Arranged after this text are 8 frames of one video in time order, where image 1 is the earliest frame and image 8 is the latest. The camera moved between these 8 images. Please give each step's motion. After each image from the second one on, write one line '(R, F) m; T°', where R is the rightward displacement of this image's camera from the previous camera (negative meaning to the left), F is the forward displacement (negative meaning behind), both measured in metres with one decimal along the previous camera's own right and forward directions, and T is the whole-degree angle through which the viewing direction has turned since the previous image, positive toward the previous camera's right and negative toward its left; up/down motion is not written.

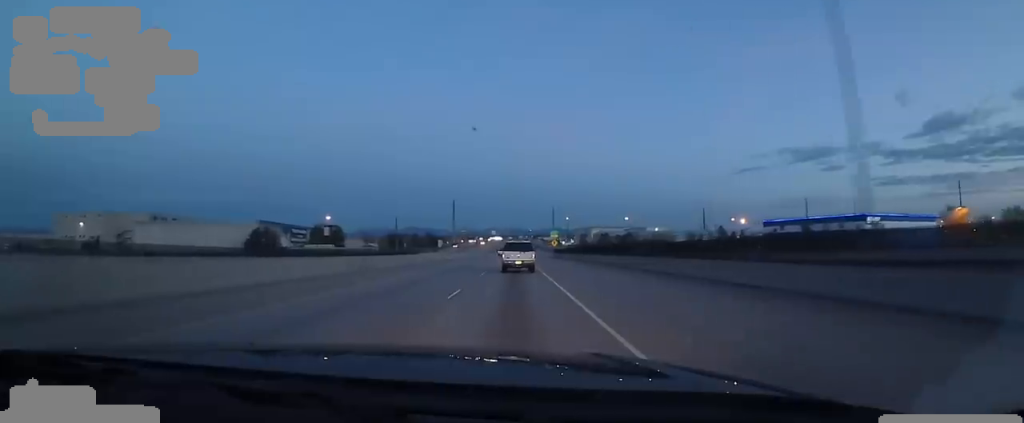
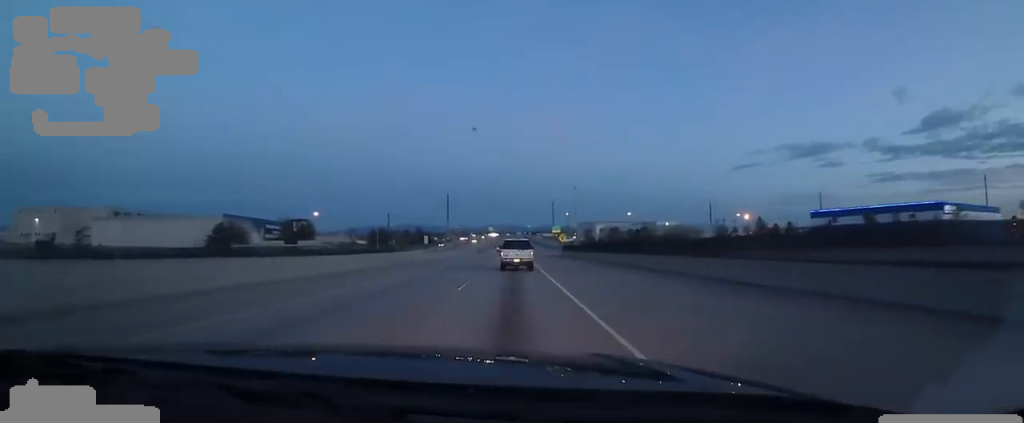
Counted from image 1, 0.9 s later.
(+0.2, +21.5) m; +2°
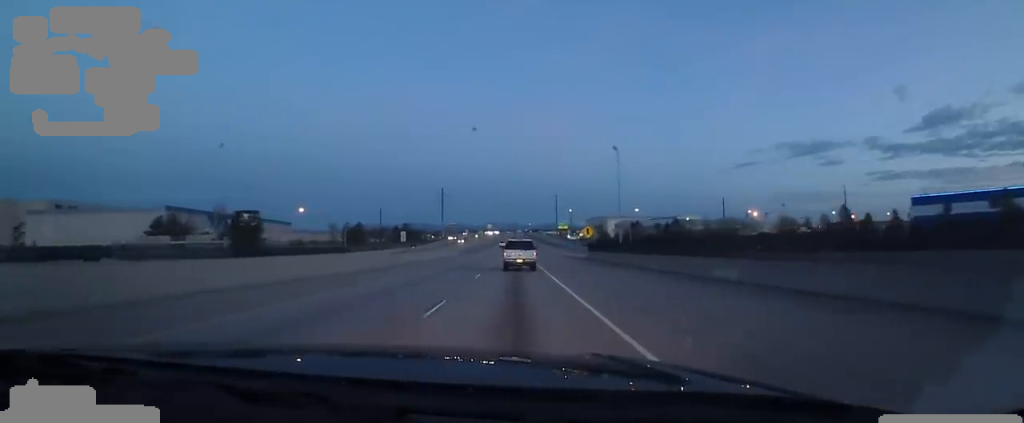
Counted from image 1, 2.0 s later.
(+0.7, +29.0) m; +1°
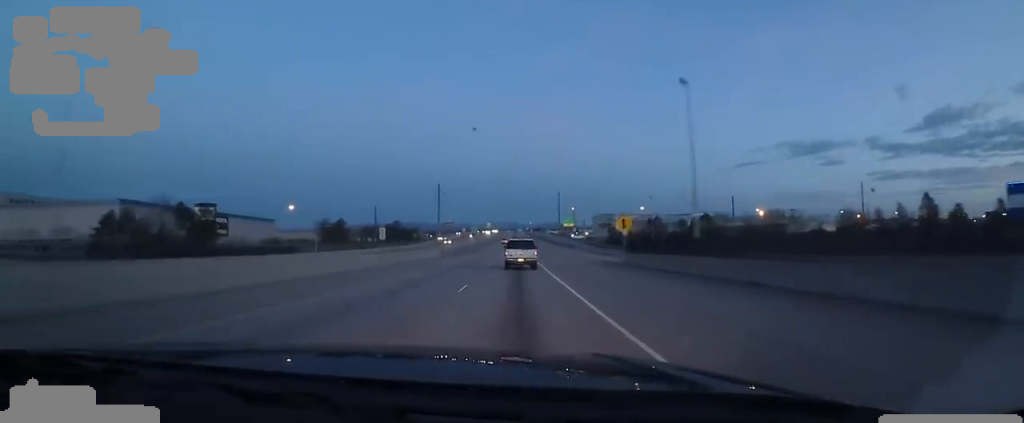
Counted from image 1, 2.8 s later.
(0.0, +18.3) m; 0°
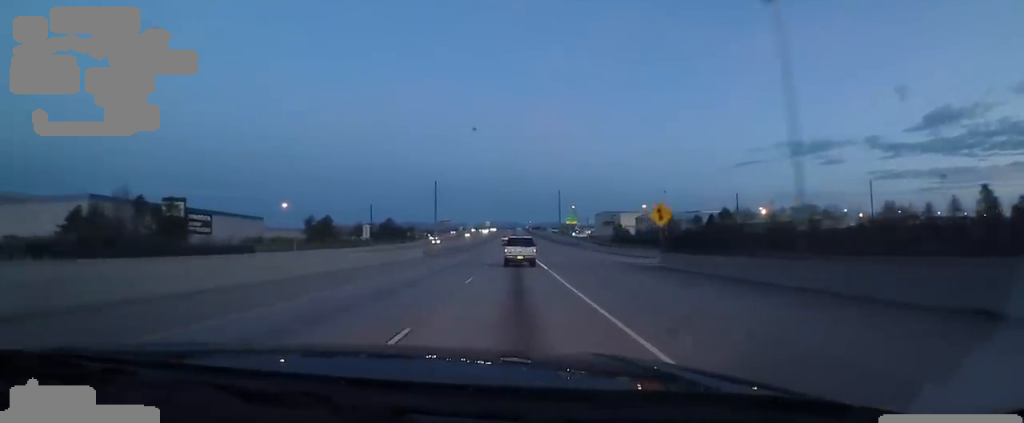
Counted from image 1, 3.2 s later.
(0.0, +10.1) m; 0°
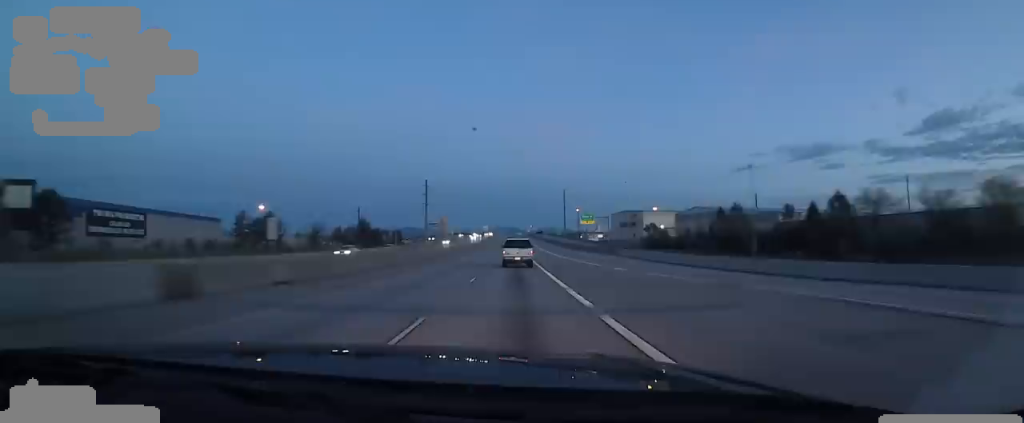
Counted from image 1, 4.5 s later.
(0.0, +34.6) m; 0°
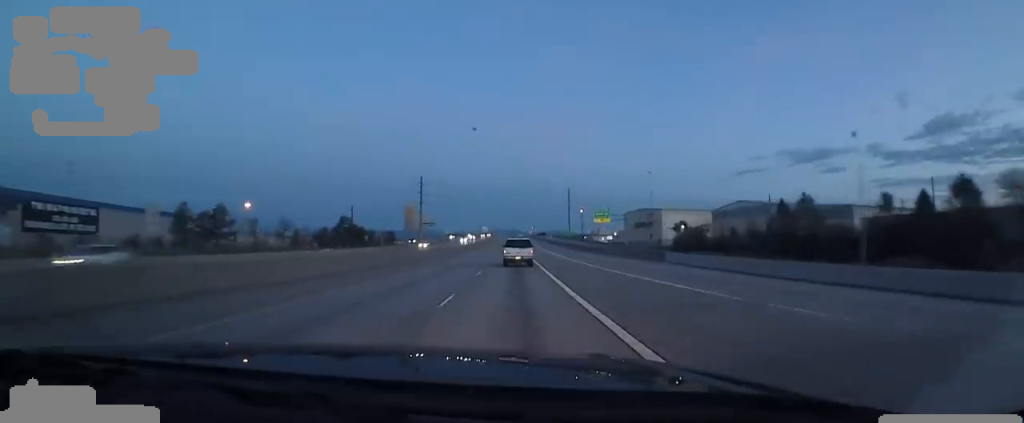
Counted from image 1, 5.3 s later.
(0.0, +19.5) m; -2°
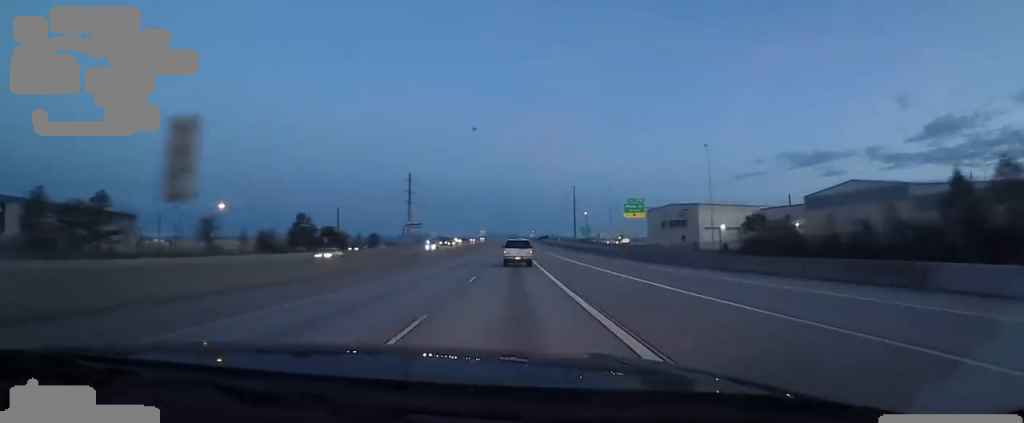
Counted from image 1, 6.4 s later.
(-1.1, +29.0) m; -2°
